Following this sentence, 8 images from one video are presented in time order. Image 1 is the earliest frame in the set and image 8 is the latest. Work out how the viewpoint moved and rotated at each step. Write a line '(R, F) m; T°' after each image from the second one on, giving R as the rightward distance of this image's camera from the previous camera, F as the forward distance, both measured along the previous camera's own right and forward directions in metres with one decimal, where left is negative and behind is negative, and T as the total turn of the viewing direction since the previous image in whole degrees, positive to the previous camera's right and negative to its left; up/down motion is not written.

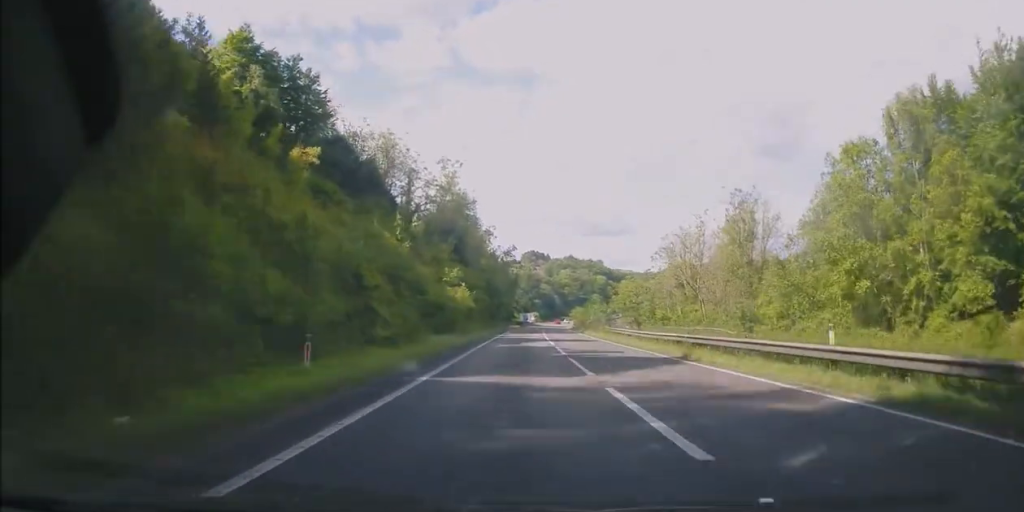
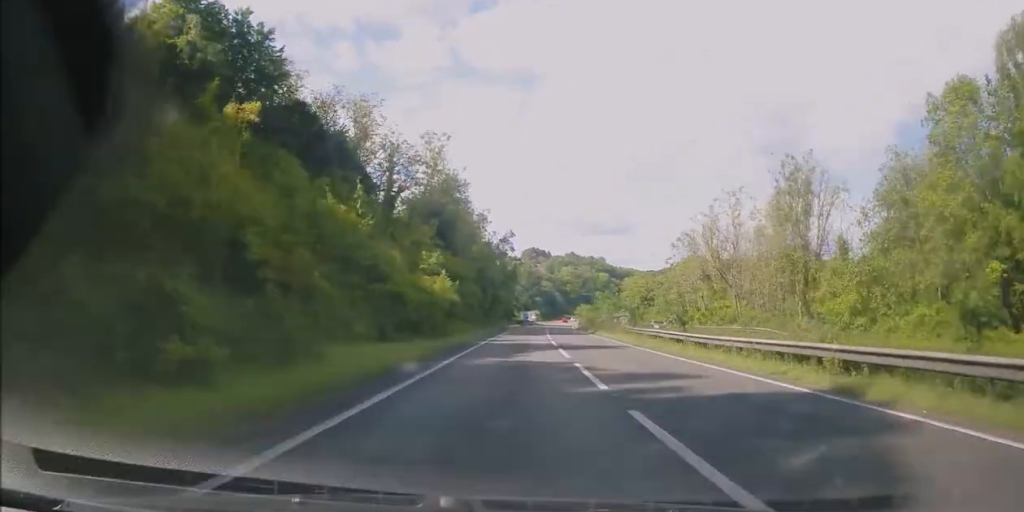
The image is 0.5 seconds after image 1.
(+0.2, +12.0) m; 0°
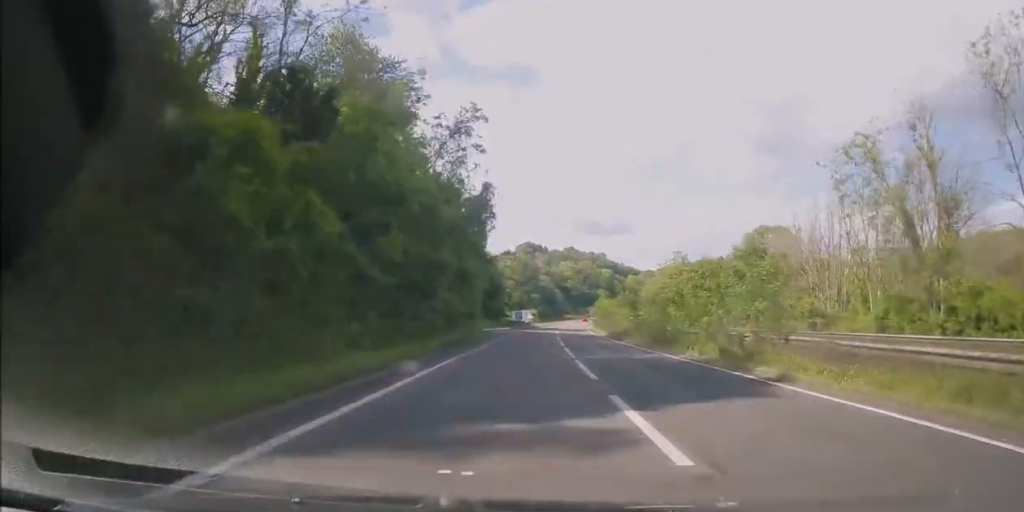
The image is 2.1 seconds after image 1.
(-0.1, +40.7) m; +1°
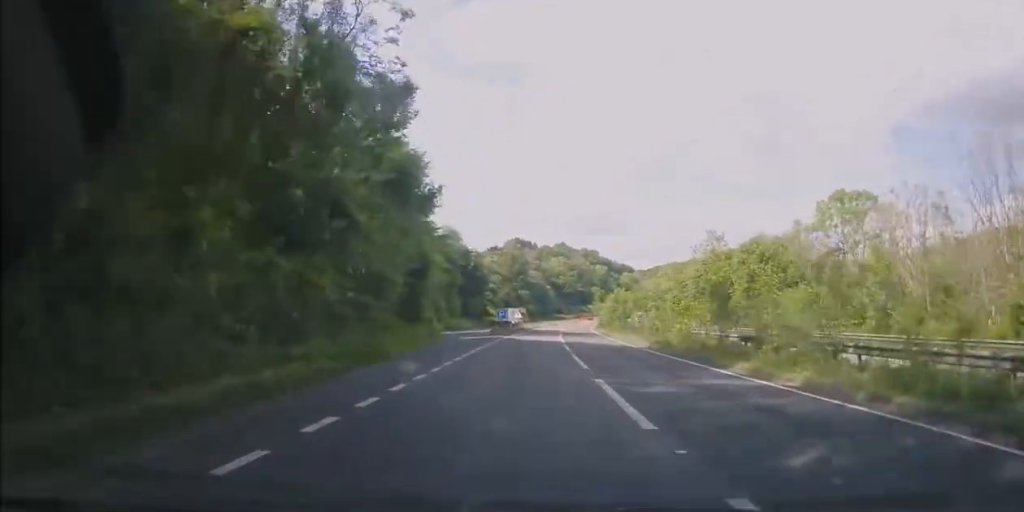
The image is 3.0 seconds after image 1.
(+0.3, +23.6) m; +1°
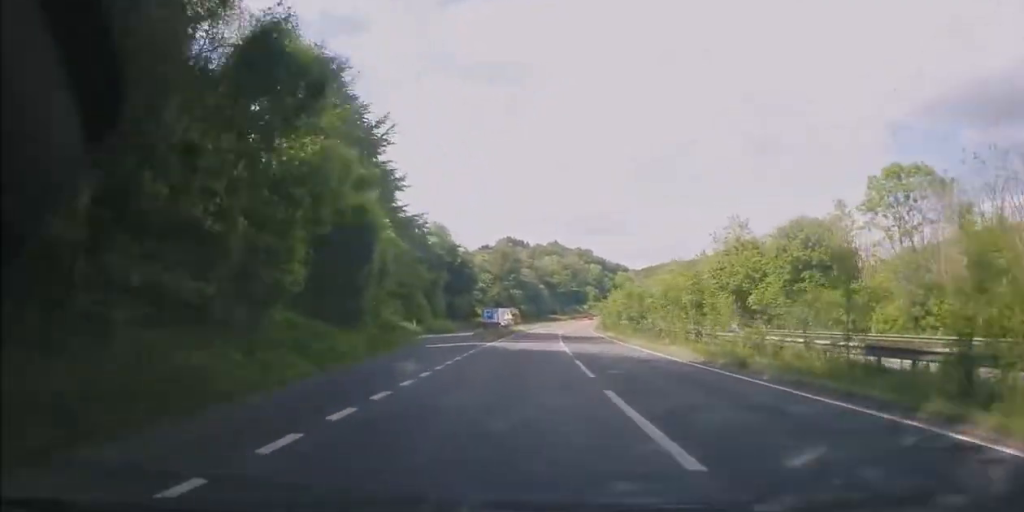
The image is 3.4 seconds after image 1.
(+0.1, +11.0) m; 0°
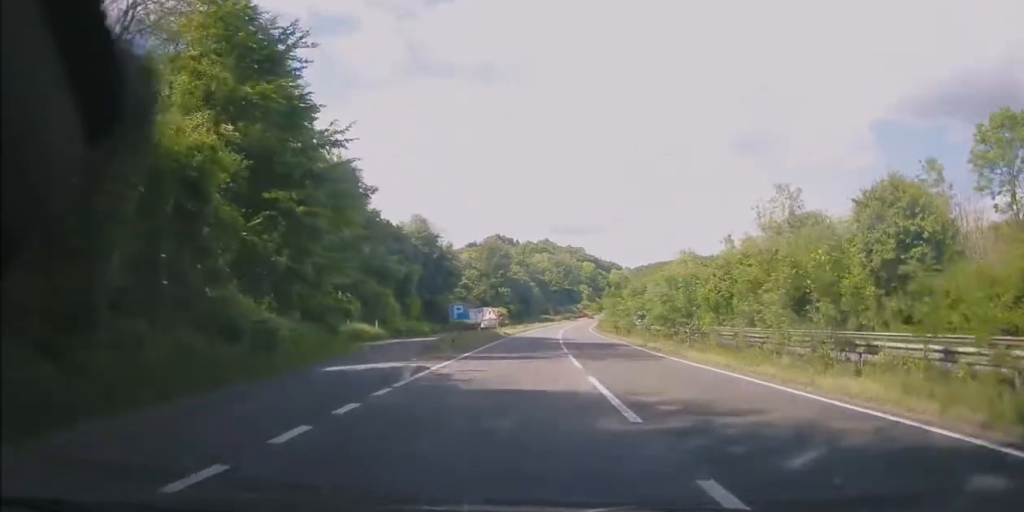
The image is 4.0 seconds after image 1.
(0.0, +15.3) m; +1°
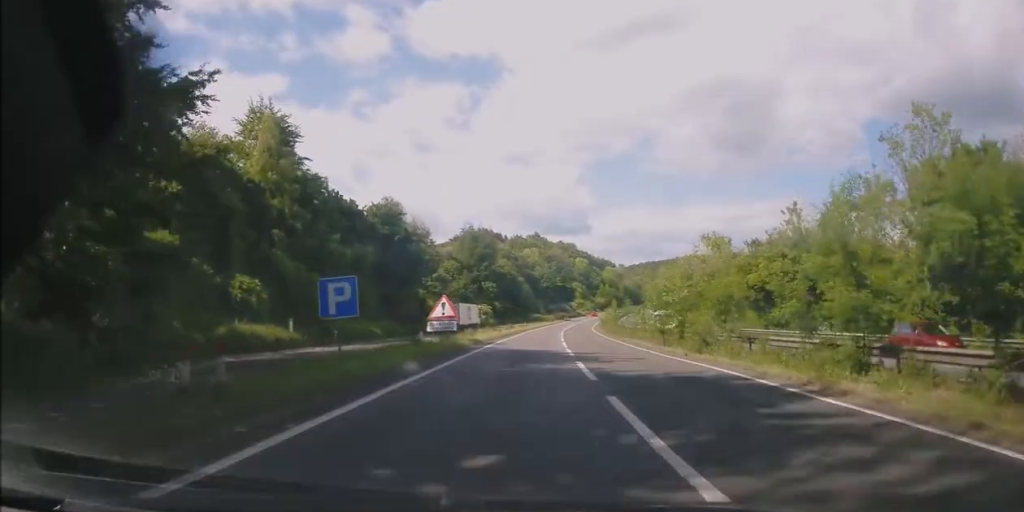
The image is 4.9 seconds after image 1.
(+0.2, +21.3) m; +1°
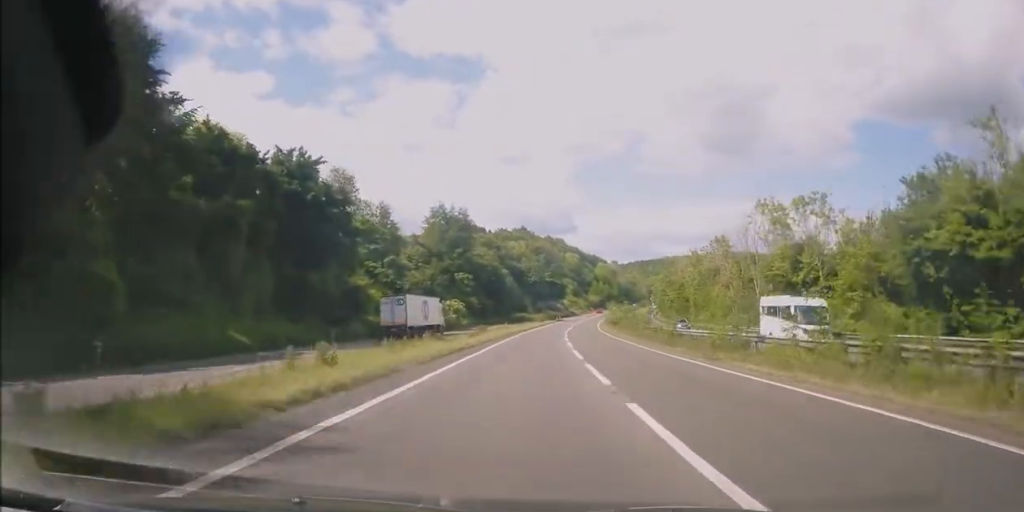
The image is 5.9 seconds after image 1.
(+0.5, +27.6) m; +1°
